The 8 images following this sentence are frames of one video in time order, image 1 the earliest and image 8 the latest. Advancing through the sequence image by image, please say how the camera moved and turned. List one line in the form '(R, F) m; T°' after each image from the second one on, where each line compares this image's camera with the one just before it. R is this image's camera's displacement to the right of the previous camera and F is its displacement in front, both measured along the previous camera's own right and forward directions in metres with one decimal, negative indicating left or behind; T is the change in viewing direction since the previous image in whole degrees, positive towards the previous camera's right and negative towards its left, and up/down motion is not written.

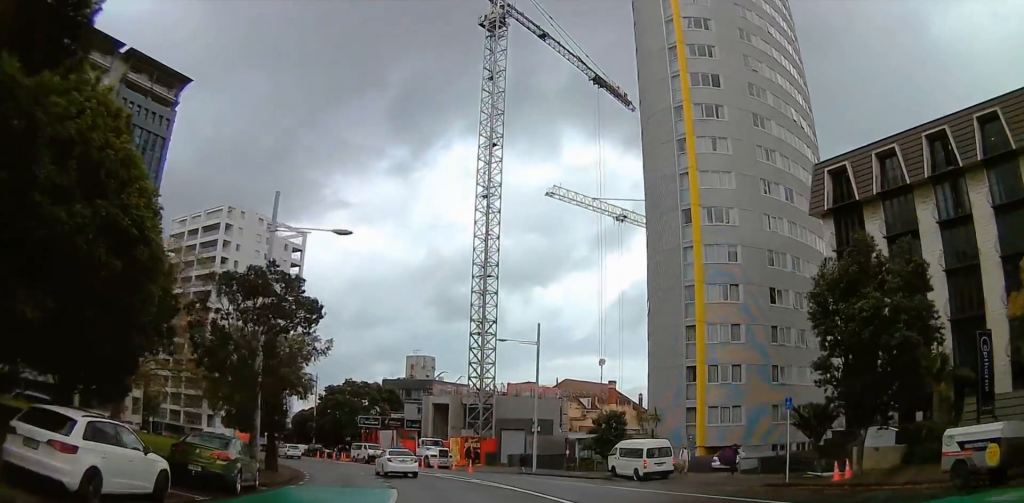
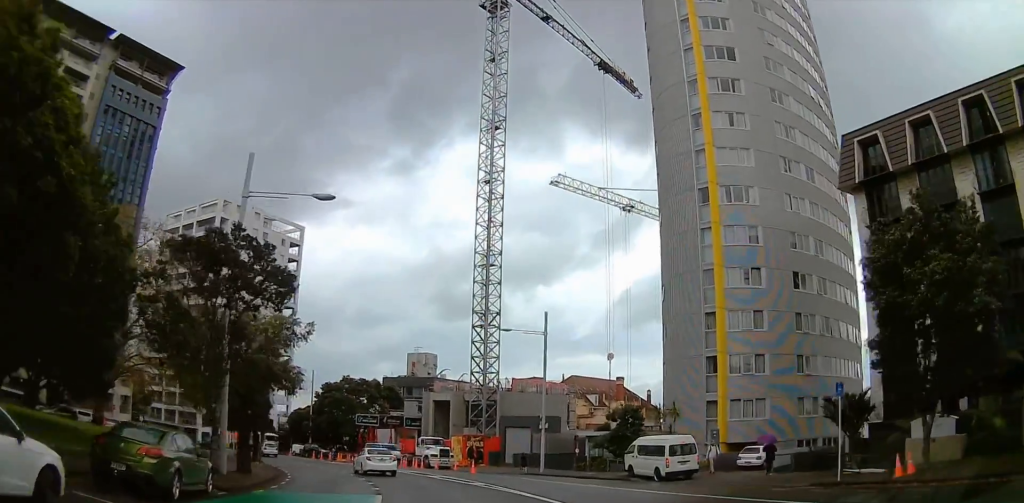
(0.0, +3.7) m; -1°
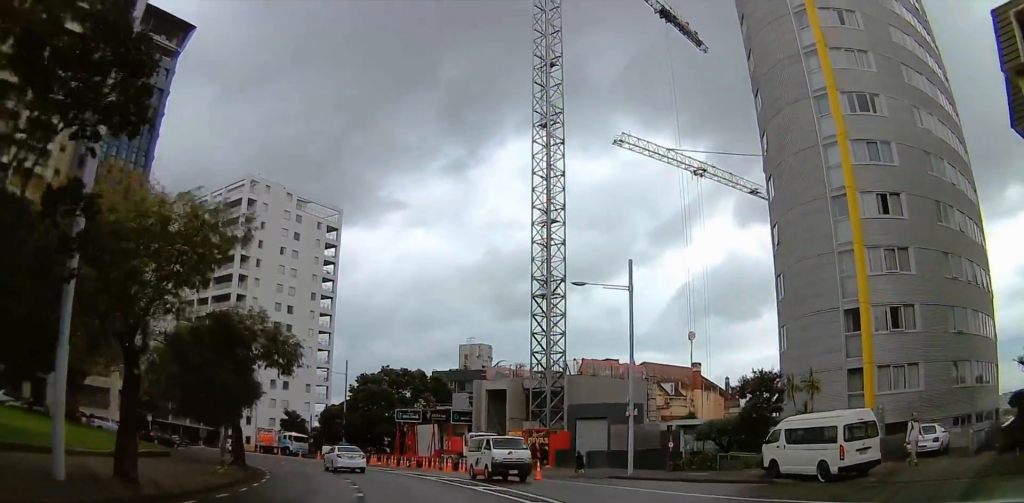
(-0.5, +11.6) m; -6°
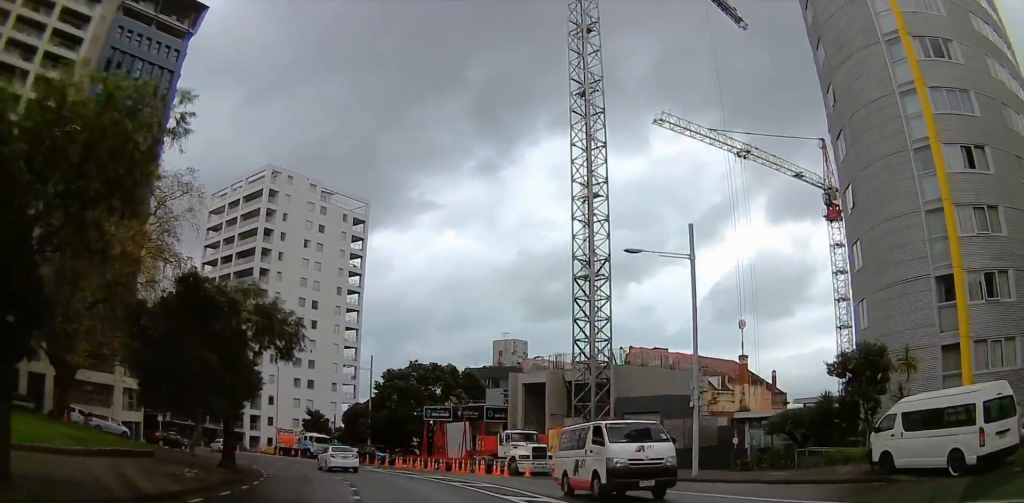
(-0.2, +5.8) m; -2°
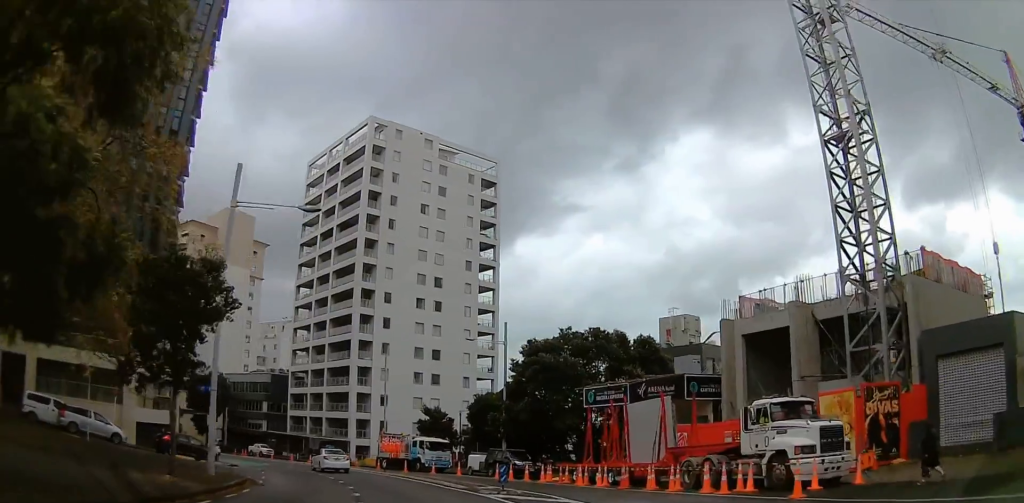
(-1.8, +20.6) m; -14°
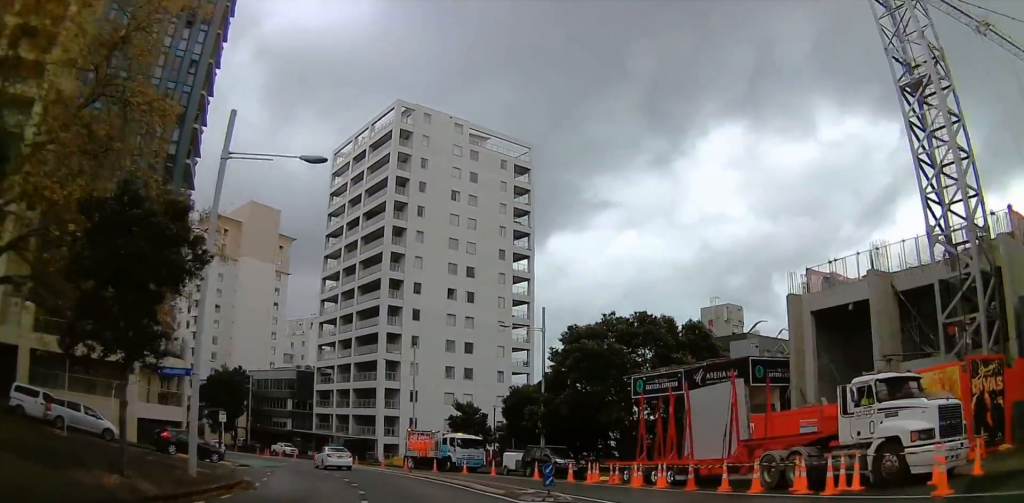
(-0.2, +3.9) m; -4°
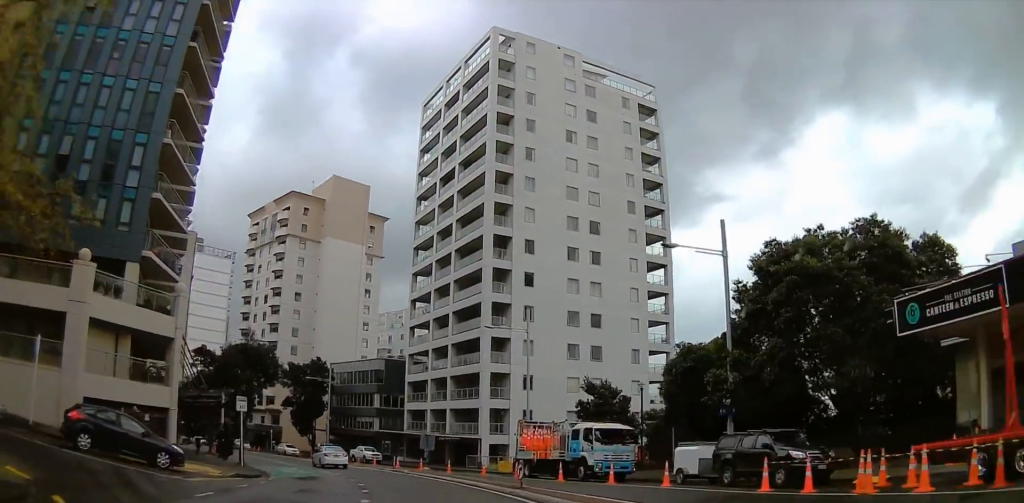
(-0.4, +14.4) m; -2°
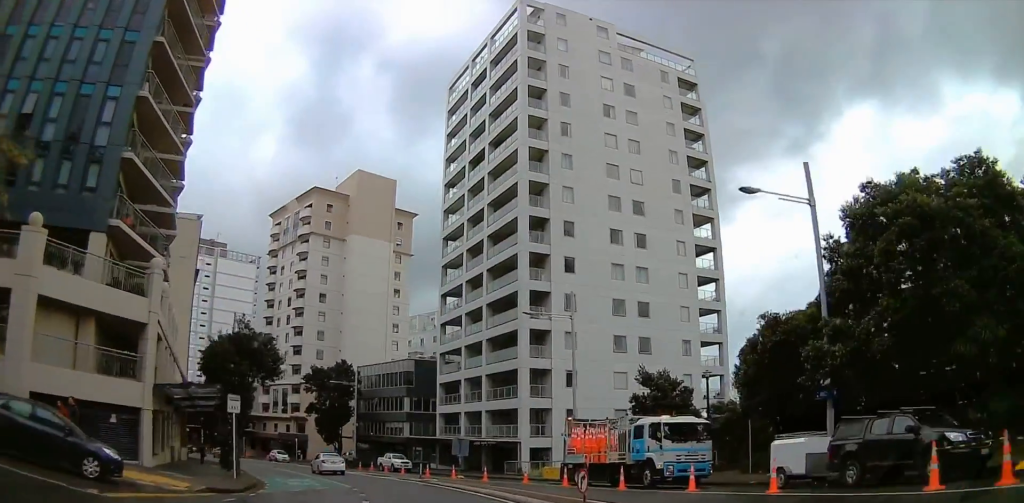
(0.0, +5.8) m; -2°
